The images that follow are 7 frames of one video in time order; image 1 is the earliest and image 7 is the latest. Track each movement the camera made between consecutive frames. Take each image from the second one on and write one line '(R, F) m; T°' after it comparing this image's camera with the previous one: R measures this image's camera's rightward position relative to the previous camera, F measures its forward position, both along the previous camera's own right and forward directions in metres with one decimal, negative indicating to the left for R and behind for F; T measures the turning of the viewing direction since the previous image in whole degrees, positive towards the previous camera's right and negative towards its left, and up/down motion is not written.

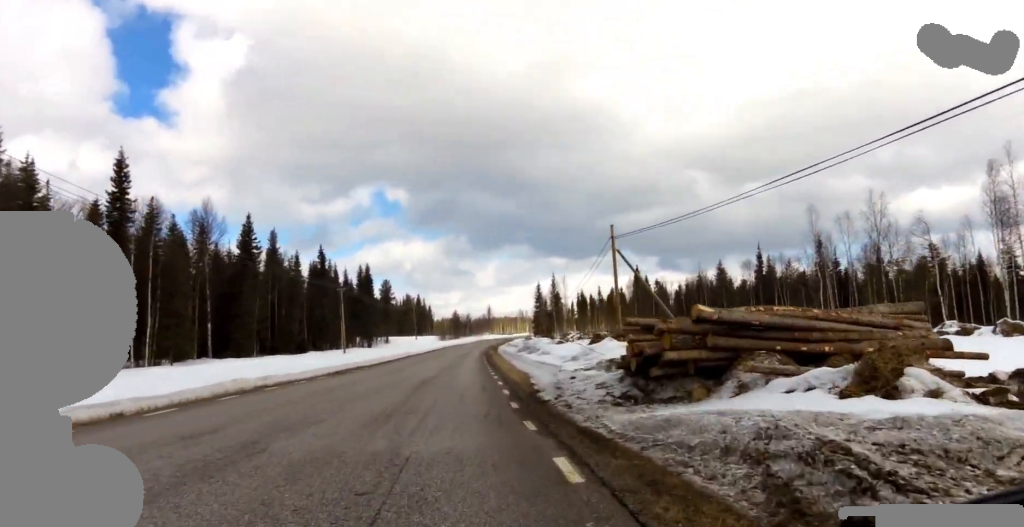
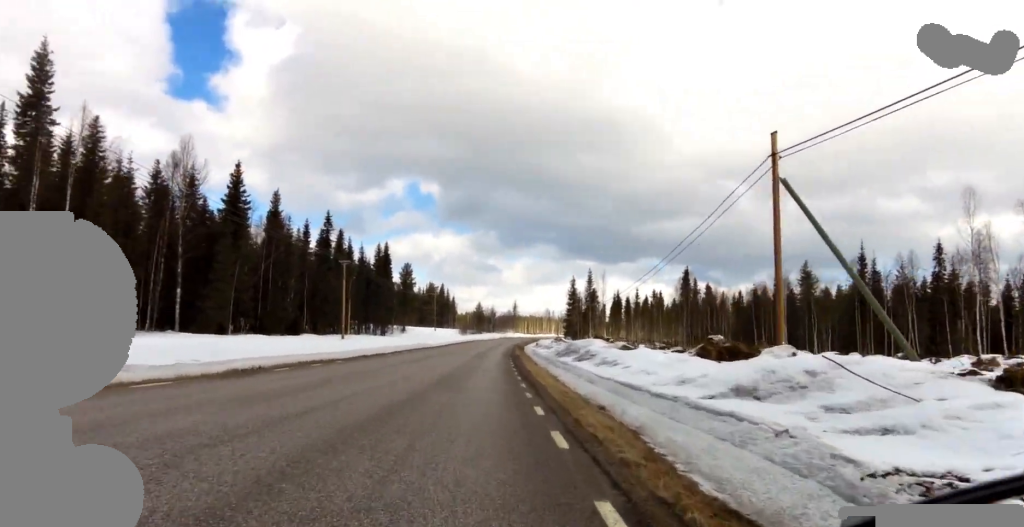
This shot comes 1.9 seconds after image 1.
(+0.7, +13.6) m; +3°
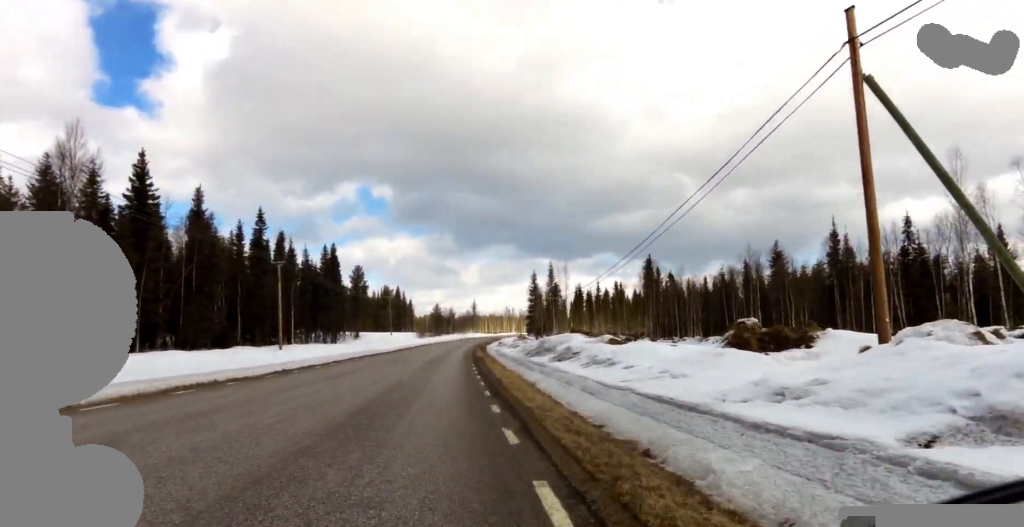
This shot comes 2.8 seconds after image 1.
(0.0, +5.6) m; 0°
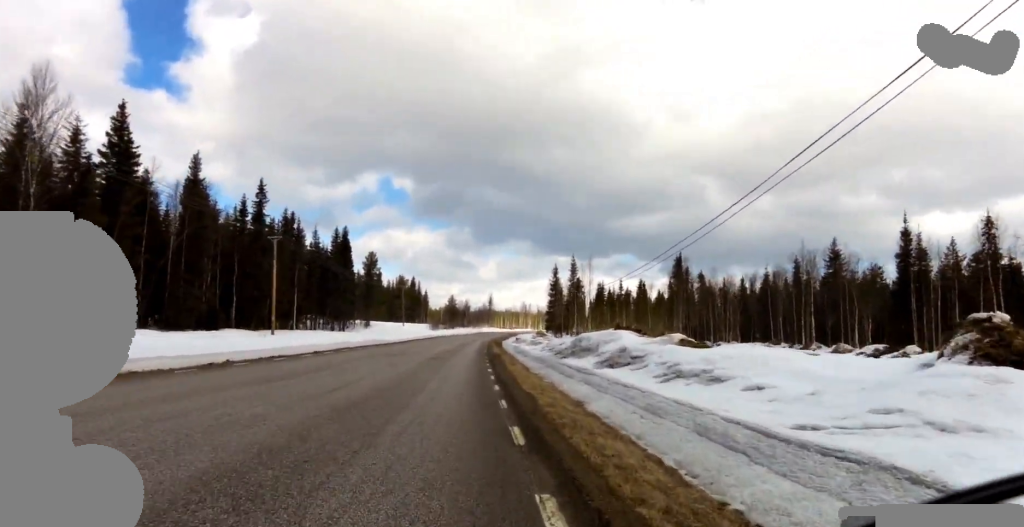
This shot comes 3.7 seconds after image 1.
(0.0, +6.4) m; 0°
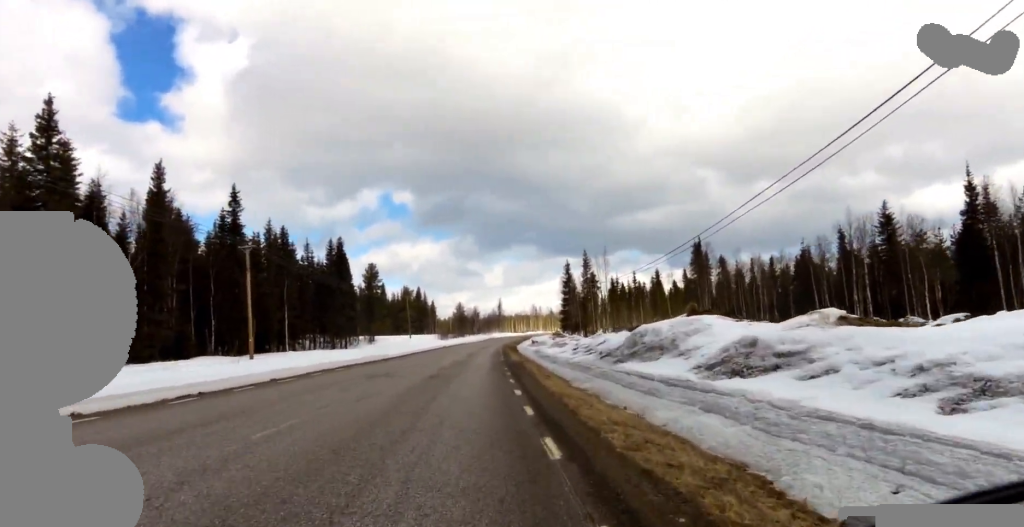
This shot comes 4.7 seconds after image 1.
(0.0, +6.7) m; 0°
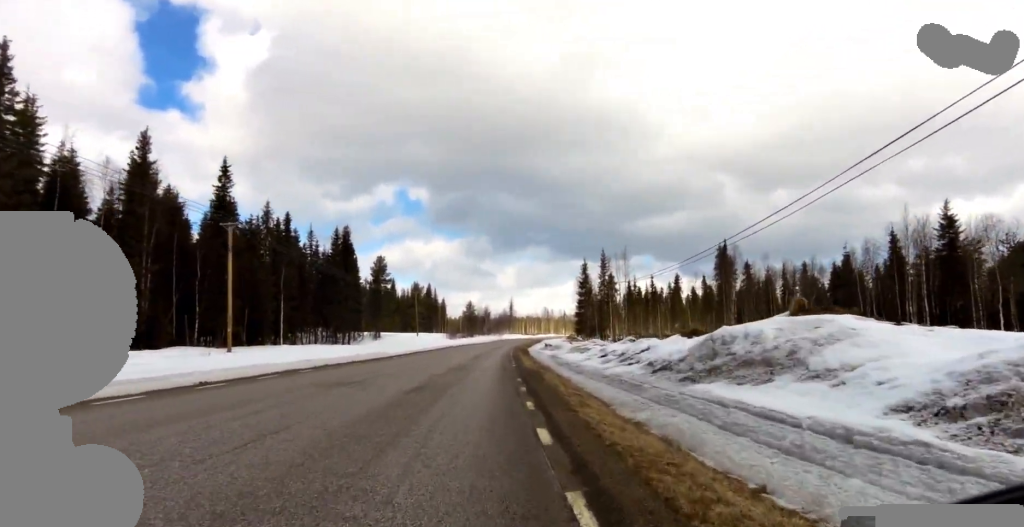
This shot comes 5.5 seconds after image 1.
(0.0, +5.1) m; +2°
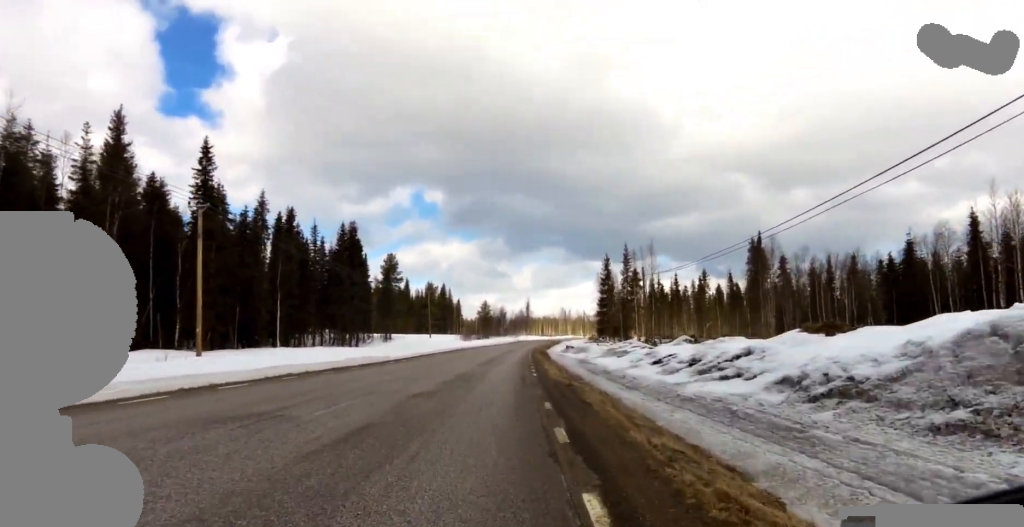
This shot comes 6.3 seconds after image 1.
(+0.2, +6.3) m; 0°
